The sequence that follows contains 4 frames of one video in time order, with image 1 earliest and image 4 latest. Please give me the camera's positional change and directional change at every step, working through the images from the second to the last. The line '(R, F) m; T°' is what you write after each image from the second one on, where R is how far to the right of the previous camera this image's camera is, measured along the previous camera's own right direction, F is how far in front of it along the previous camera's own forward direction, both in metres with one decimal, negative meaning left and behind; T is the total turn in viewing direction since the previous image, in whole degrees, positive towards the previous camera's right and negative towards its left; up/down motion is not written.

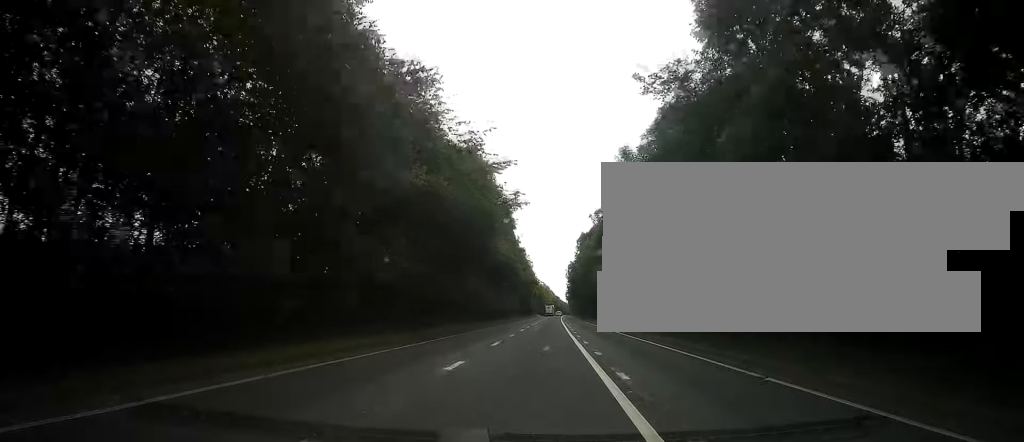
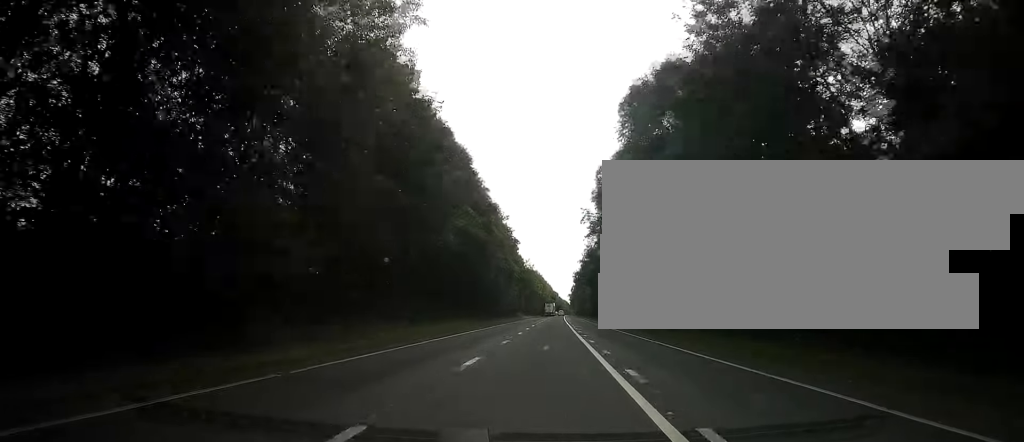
(+0.3, +70.6) m; +1°
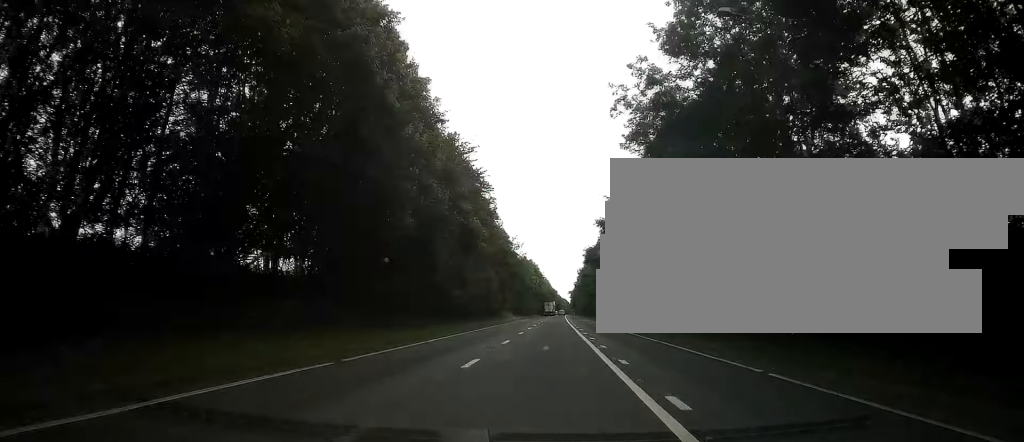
(+0.1, +27.0) m; 0°
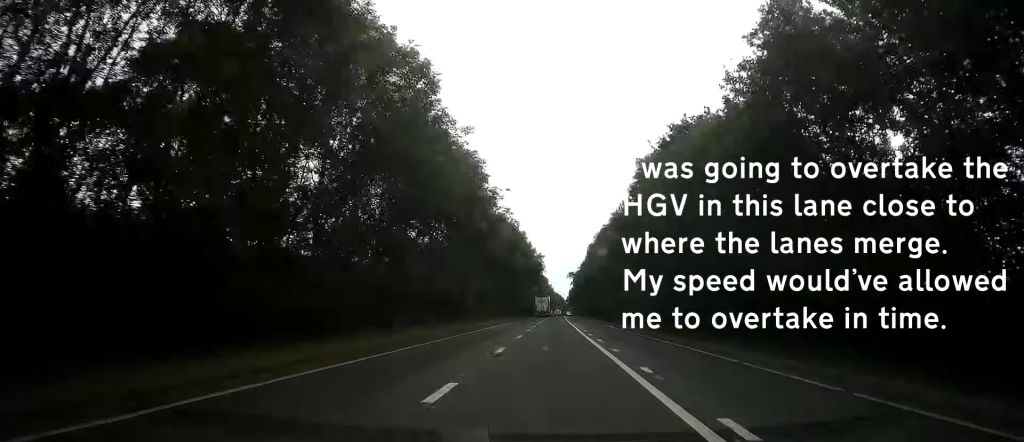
(-0.3, +103.6) m; 0°
